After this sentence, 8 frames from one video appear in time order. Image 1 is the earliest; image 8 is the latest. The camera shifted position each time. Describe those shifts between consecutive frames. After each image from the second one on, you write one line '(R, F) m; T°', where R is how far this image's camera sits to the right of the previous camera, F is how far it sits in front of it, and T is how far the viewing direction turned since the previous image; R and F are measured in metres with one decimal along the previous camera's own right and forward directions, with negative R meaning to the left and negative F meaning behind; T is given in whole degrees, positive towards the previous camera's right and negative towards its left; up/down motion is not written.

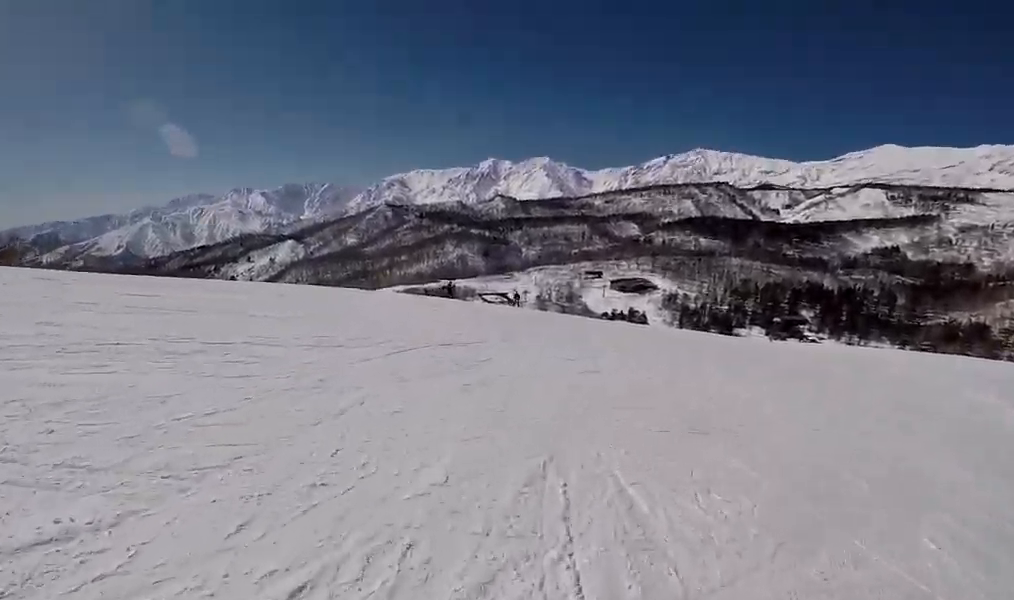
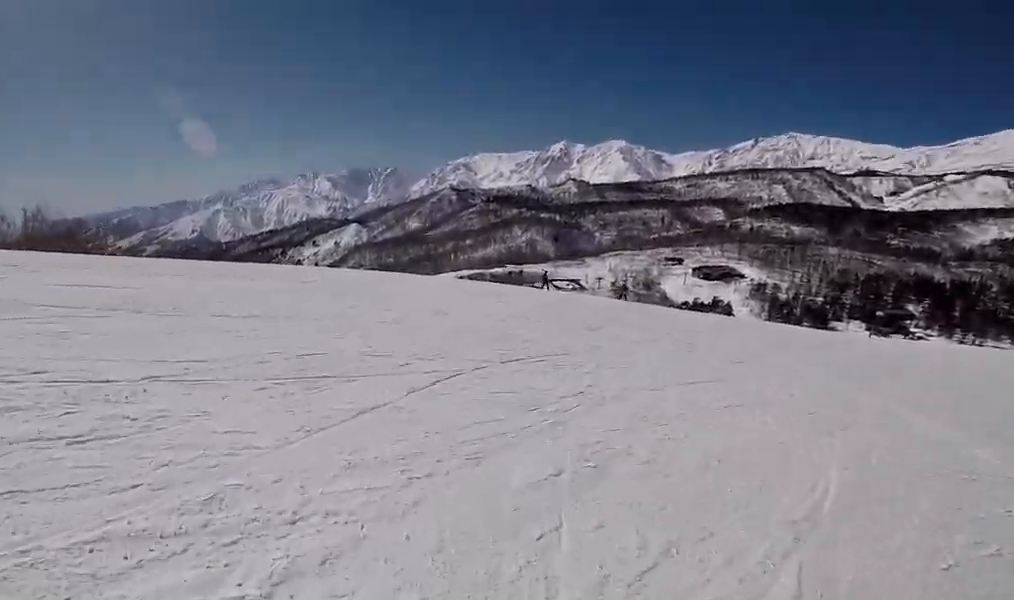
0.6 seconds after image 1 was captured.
(-1.2, +3.2) m; -14°
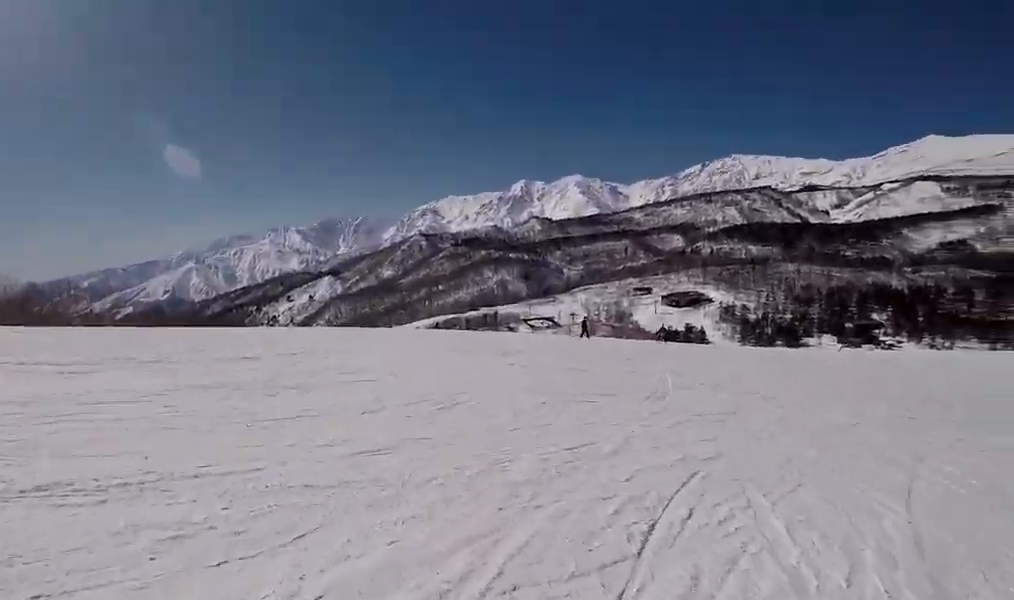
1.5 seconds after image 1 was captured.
(-0.8, +4.8) m; -8°
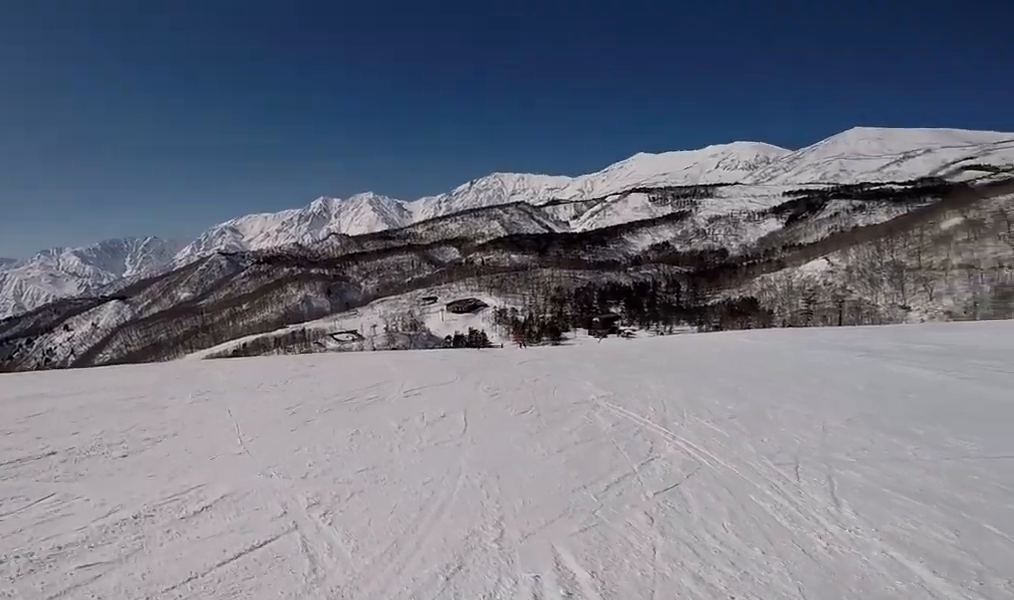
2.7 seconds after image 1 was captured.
(+0.1, +6.0) m; +7°
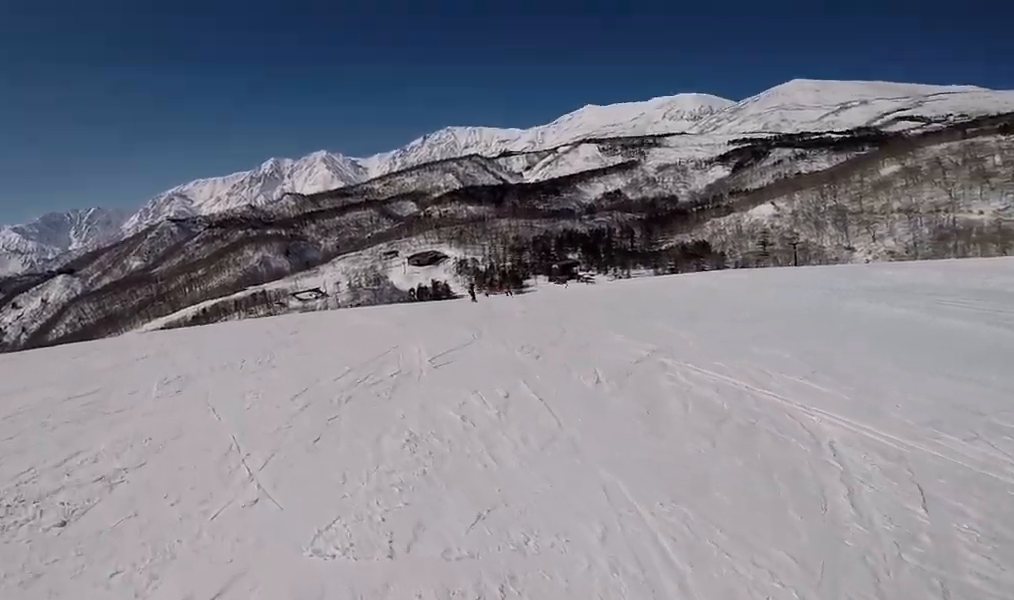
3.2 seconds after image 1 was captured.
(0.0, +2.6) m; +7°
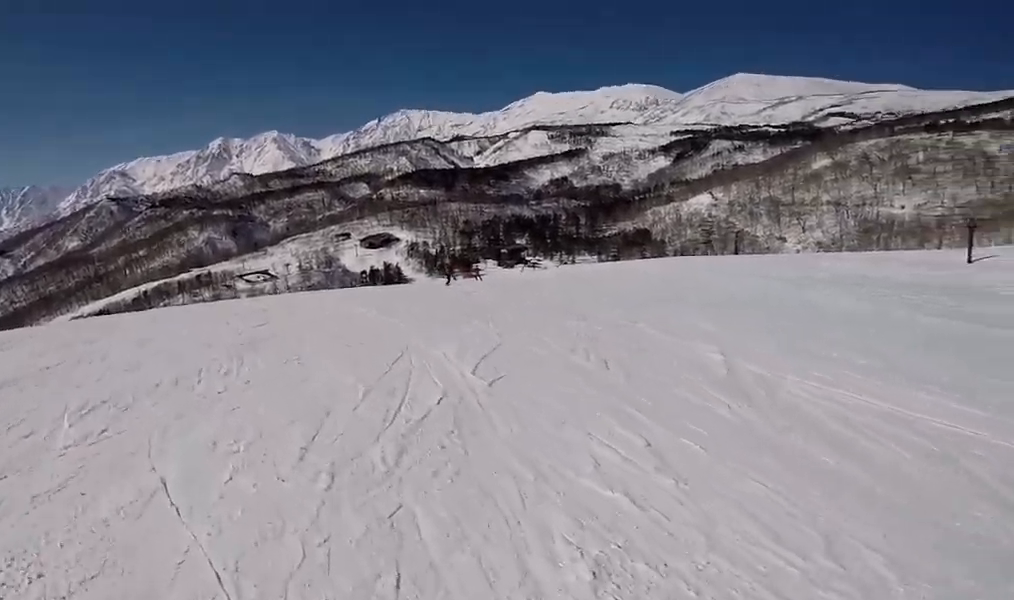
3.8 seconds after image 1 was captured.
(+0.2, +2.9) m; +14°
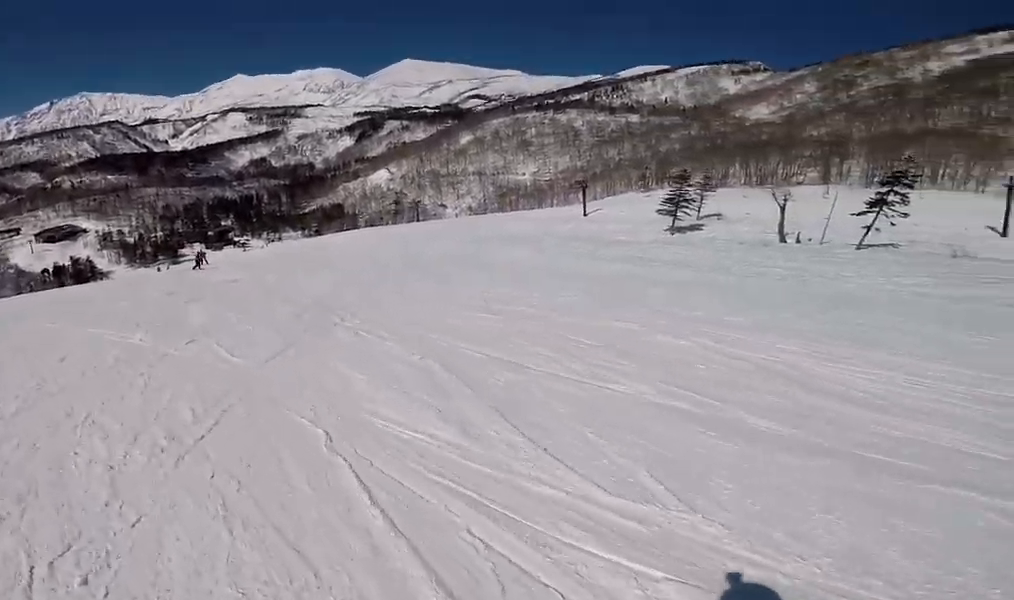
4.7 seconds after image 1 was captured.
(+1.1, +4.7) m; +19°
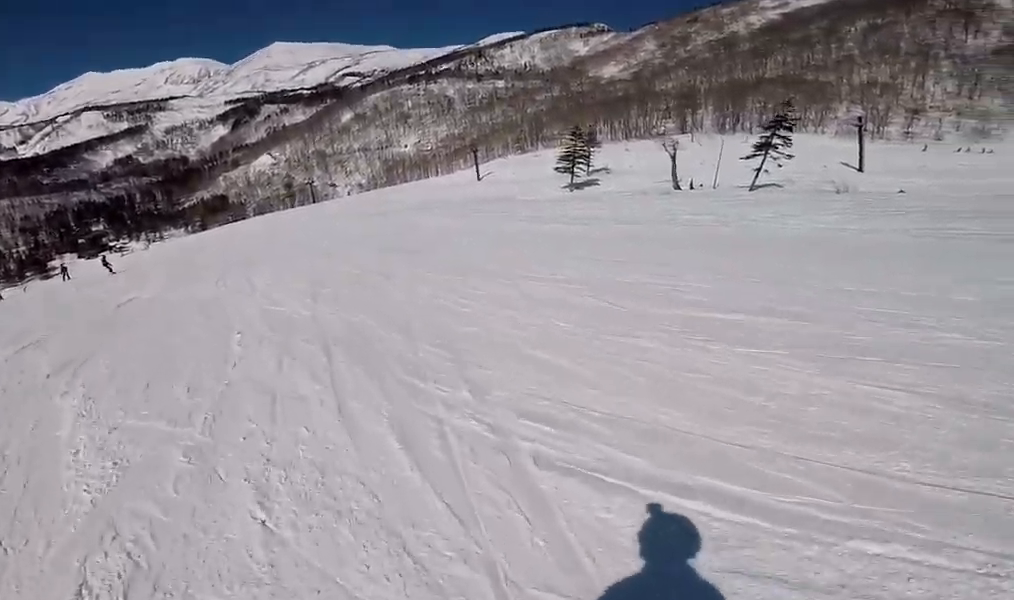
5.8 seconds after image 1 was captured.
(+0.5, +5.5) m; +27°
